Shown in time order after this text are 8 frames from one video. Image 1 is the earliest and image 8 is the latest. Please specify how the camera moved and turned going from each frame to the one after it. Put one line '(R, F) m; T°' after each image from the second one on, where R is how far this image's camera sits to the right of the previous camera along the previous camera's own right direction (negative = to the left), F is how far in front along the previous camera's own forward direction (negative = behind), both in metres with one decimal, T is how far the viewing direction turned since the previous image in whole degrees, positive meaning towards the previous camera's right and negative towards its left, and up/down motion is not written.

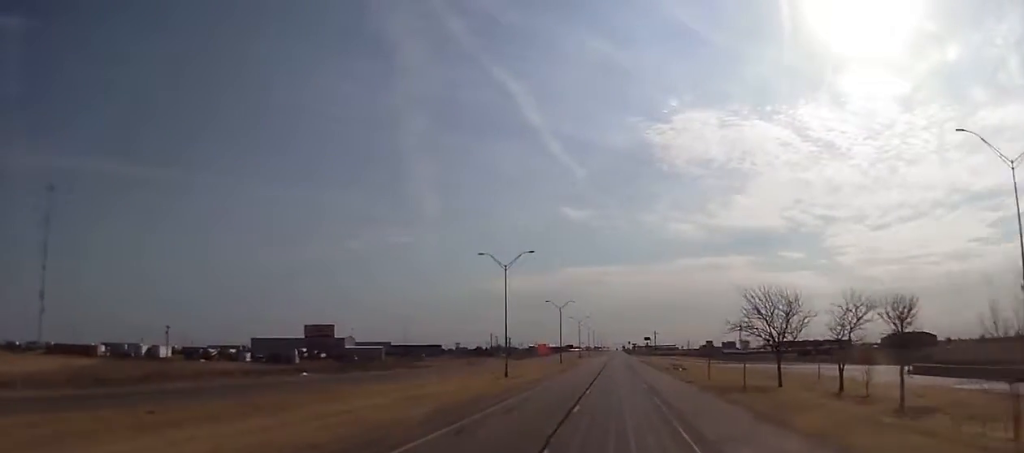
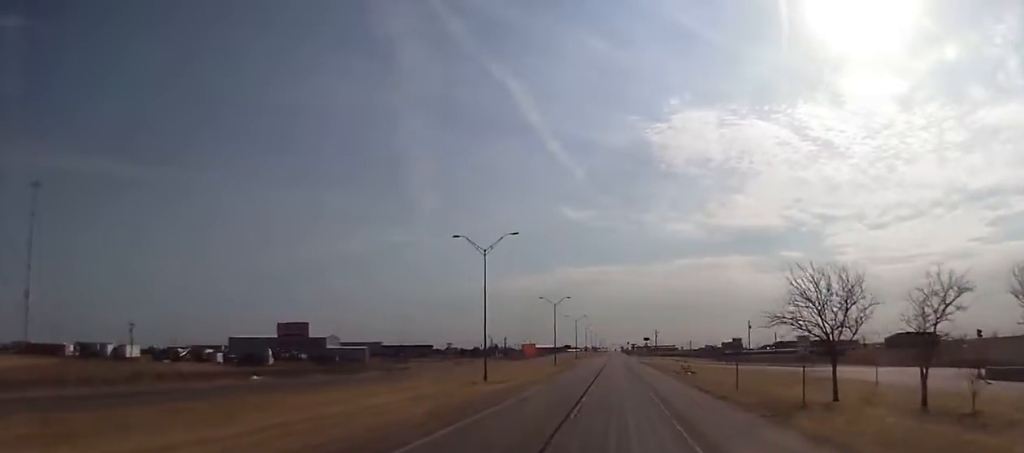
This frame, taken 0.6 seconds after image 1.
(+0.1, +13.3) m; +1°
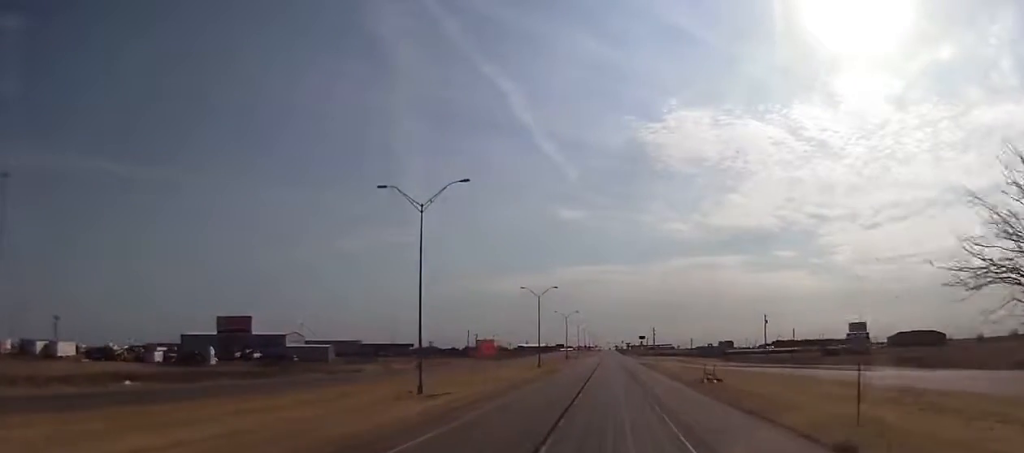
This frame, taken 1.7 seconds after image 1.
(+0.3, +23.0) m; +1°
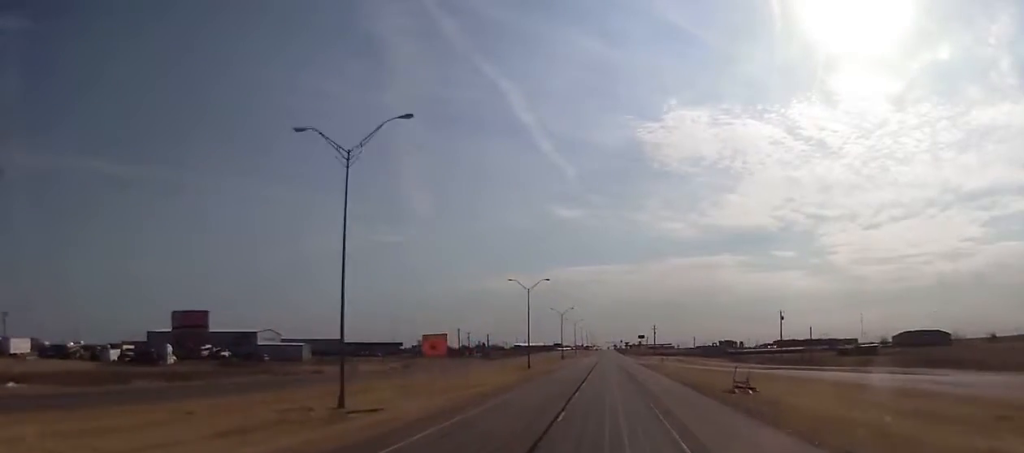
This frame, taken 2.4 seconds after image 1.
(+0.1, +14.5) m; 0°
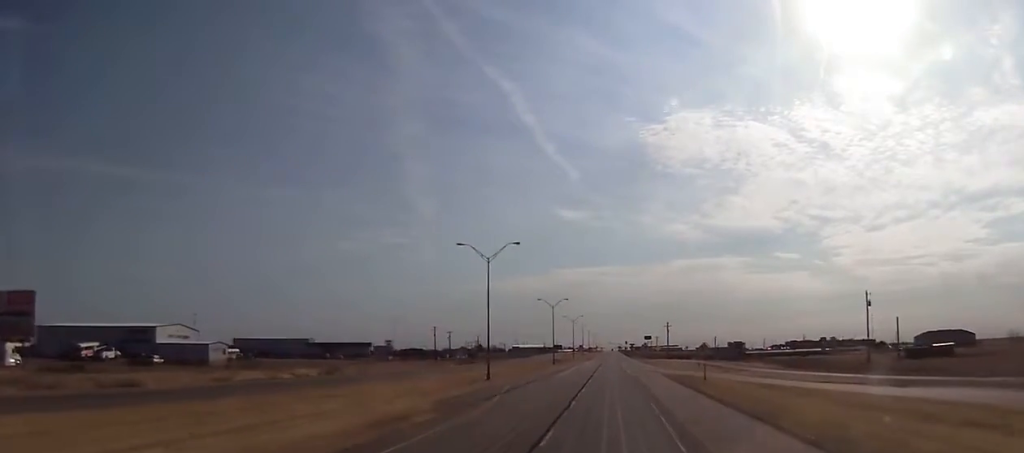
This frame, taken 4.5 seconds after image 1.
(-0.6, +42.4) m; -1°
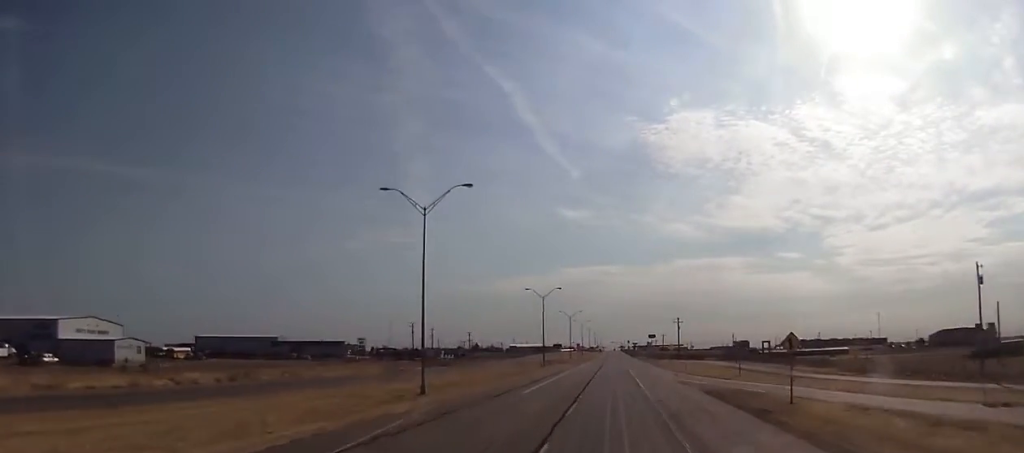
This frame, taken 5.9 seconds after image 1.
(+0.1, +27.8) m; 0°
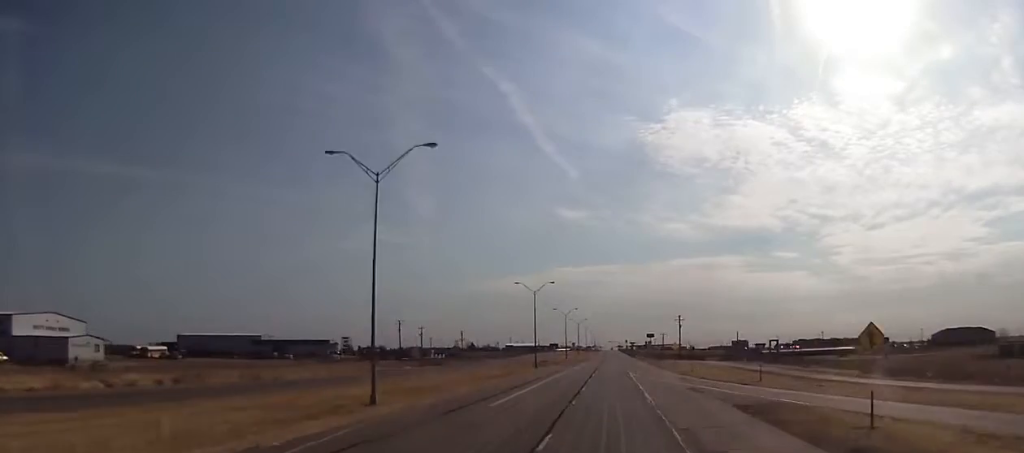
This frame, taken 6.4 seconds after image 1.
(0.0, +10.1) m; 0°
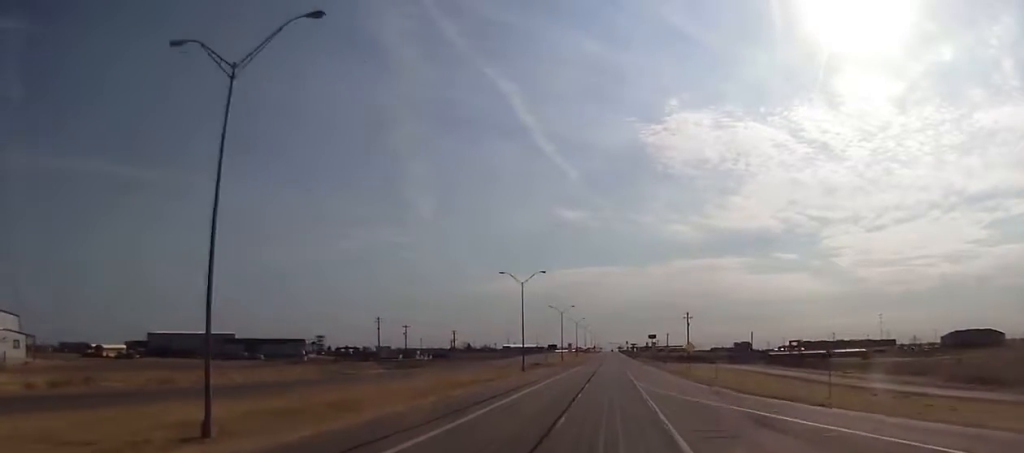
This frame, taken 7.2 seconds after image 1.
(-0.5, +17.6) m; 0°
